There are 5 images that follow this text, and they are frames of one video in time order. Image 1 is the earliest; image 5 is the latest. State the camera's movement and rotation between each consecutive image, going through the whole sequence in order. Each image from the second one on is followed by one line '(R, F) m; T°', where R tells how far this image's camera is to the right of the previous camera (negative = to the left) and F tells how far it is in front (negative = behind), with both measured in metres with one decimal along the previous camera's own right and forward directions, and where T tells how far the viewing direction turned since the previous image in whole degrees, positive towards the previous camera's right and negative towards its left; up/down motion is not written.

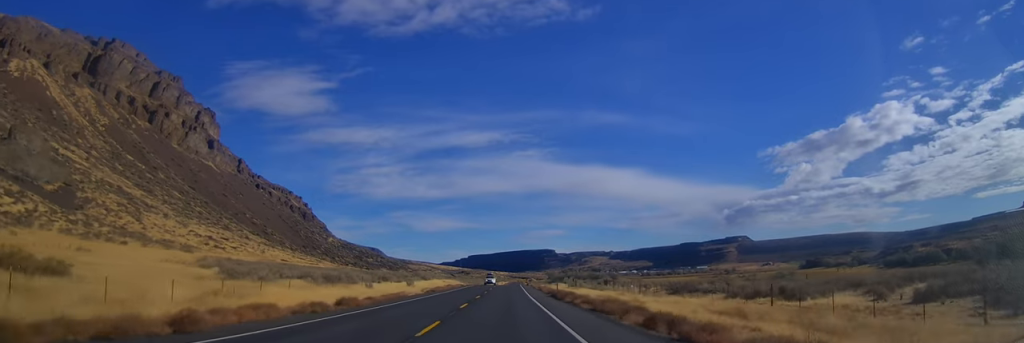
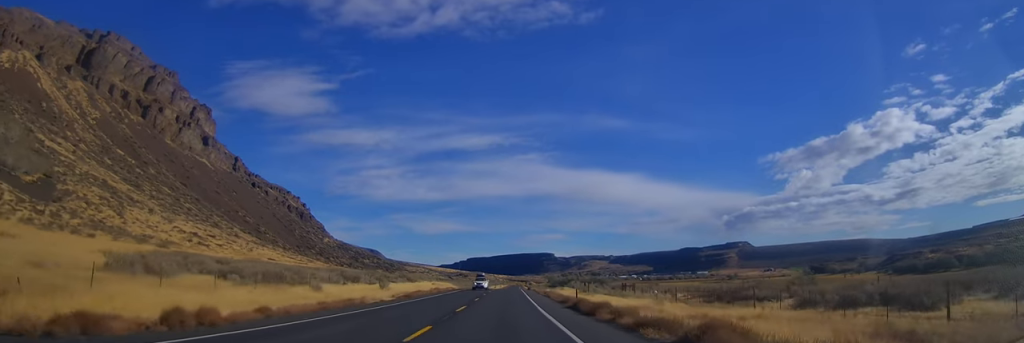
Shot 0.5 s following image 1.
(+0.2, +13.5) m; 0°
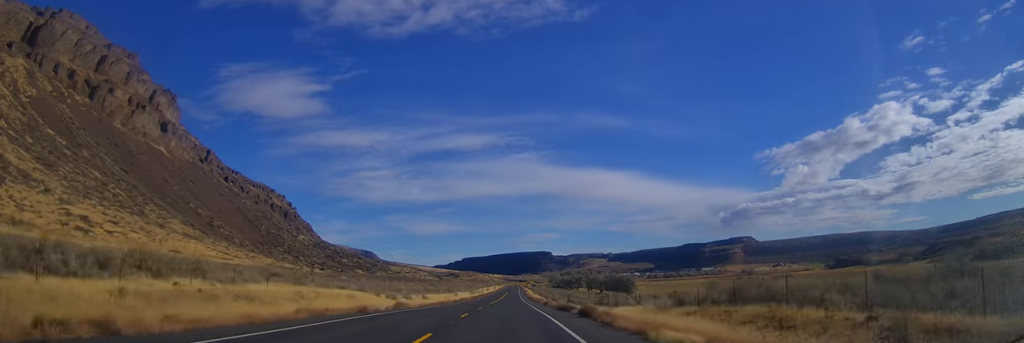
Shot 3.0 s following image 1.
(-0.1, +74.0) m; +1°
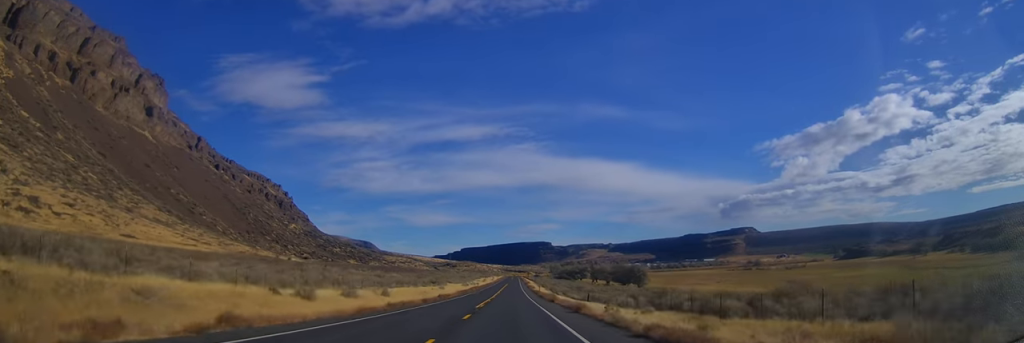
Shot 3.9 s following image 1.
(-0.3, +25.0) m; 0°
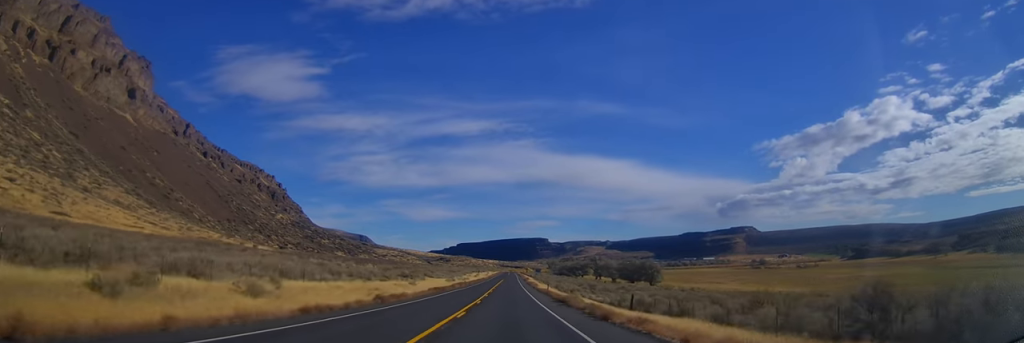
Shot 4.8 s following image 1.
(+0.4, +26.9) m; 0°
